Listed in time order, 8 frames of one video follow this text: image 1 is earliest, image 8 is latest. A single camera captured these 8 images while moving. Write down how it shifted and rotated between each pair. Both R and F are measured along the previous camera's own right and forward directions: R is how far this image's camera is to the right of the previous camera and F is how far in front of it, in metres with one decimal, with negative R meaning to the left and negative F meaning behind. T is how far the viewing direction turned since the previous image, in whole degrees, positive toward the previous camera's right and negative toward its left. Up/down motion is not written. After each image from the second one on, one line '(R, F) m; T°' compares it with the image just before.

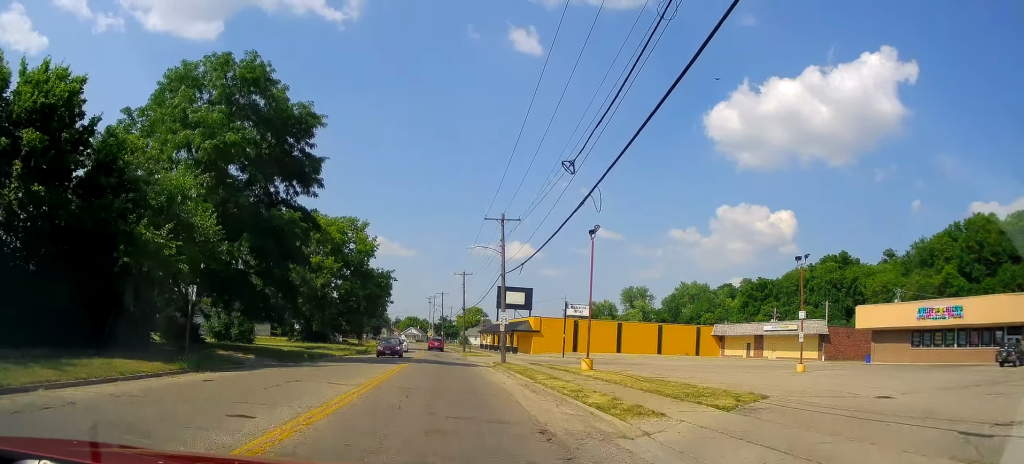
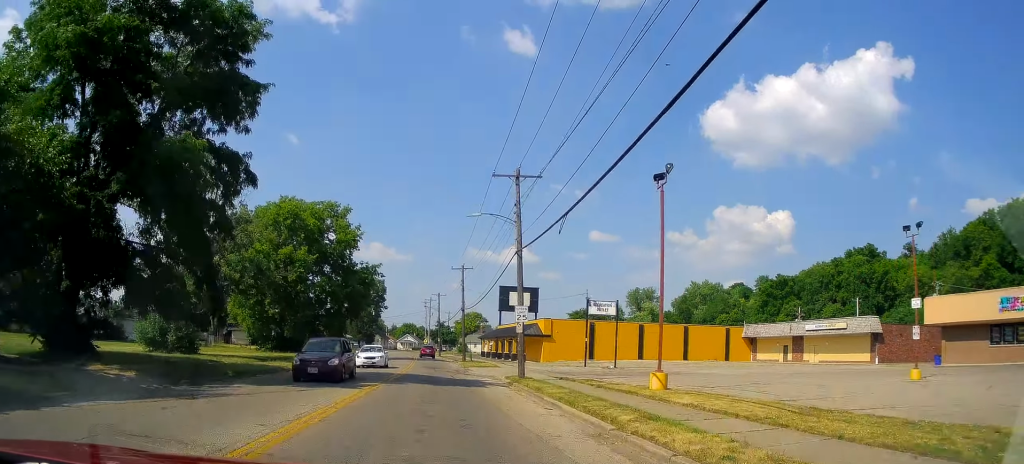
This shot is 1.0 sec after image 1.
(+0.1, +11.3) m; -2°
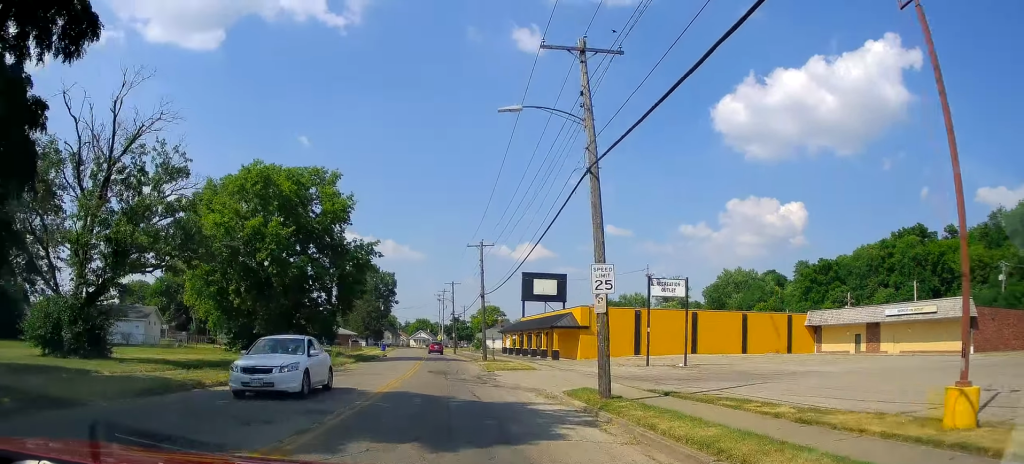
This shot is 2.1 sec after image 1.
(-0.6, +13.2) m; -4°
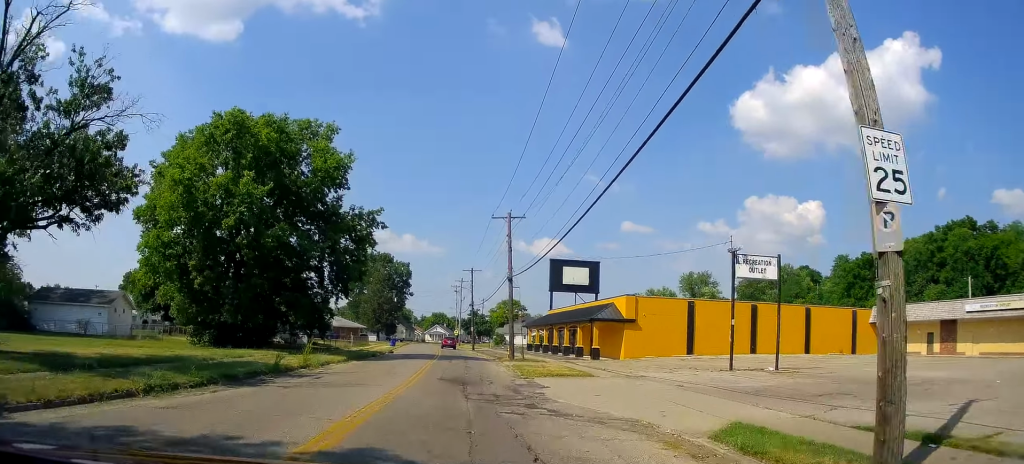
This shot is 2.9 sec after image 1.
(-0.1, +10.5) m; +1°
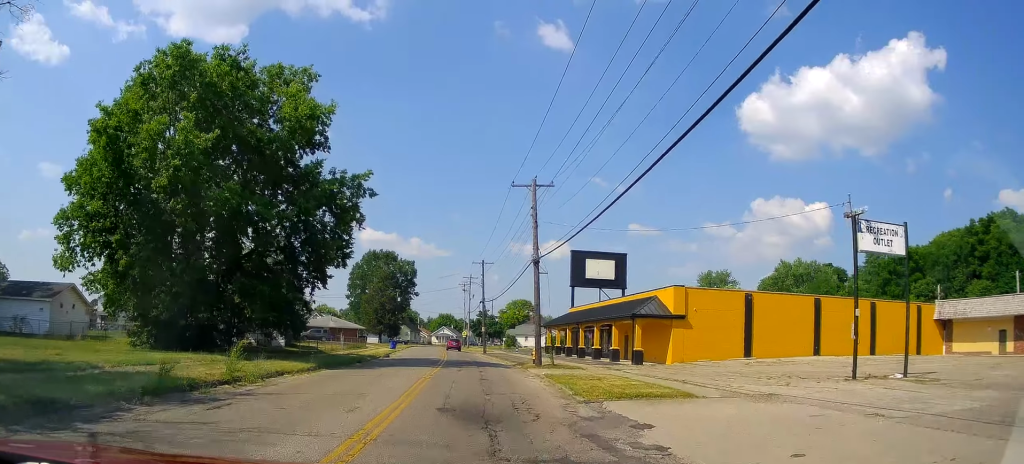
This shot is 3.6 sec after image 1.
(+0.1, +10.0) m; +1°
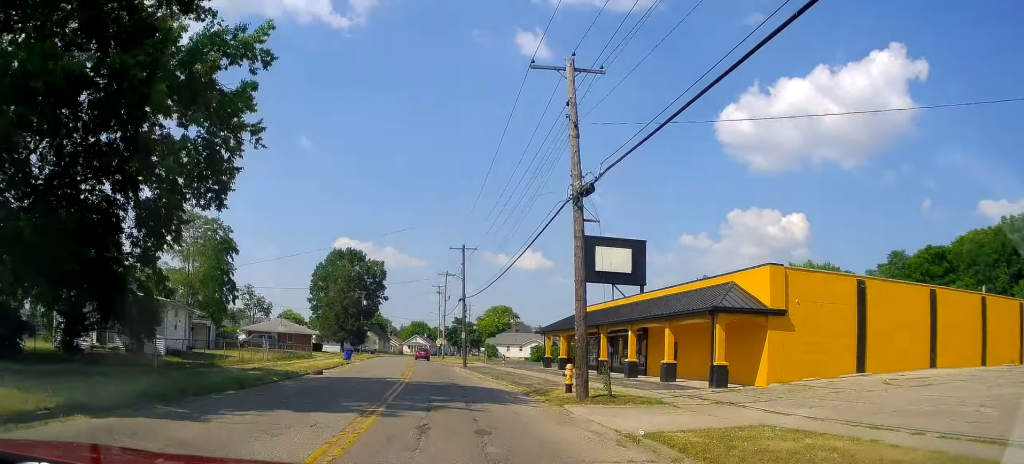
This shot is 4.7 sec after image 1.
(+0.2, +16.8) m; +1°
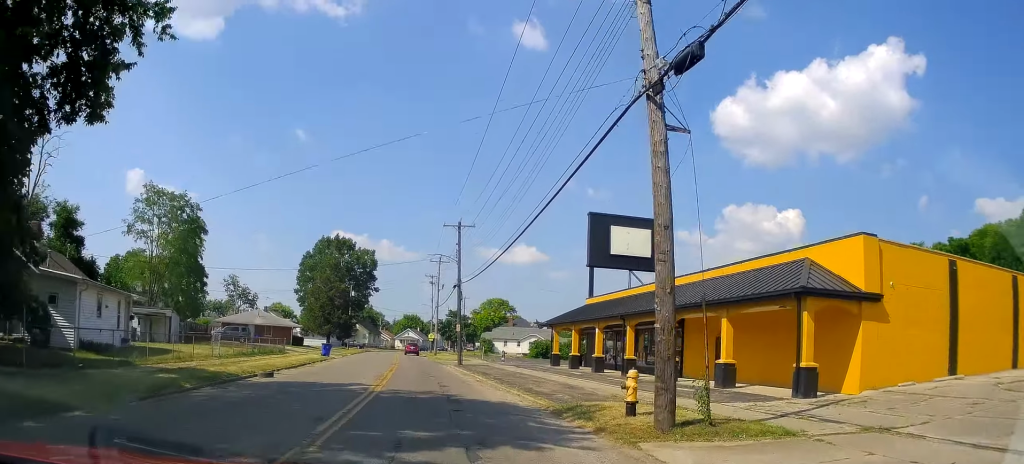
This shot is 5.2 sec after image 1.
(0.0, +7.5) m; 0°
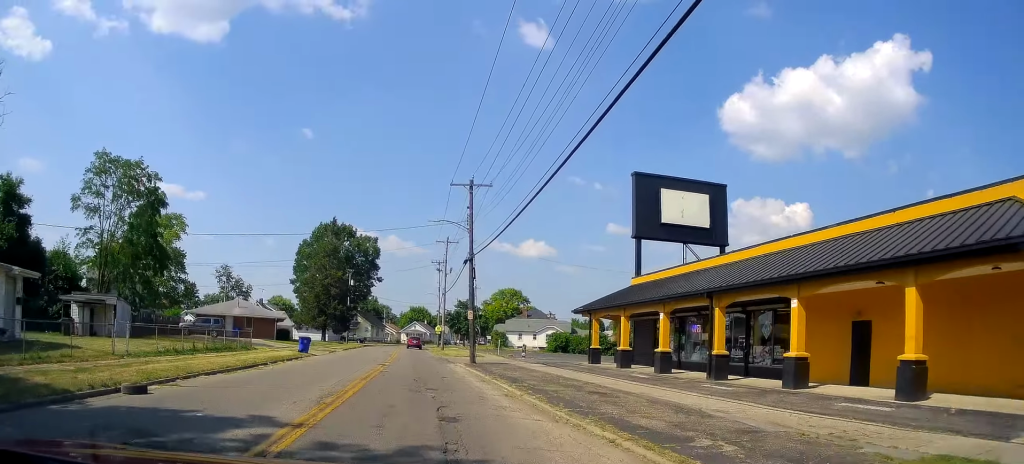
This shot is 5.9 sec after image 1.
(+0.1, +10.5) m; +1°
